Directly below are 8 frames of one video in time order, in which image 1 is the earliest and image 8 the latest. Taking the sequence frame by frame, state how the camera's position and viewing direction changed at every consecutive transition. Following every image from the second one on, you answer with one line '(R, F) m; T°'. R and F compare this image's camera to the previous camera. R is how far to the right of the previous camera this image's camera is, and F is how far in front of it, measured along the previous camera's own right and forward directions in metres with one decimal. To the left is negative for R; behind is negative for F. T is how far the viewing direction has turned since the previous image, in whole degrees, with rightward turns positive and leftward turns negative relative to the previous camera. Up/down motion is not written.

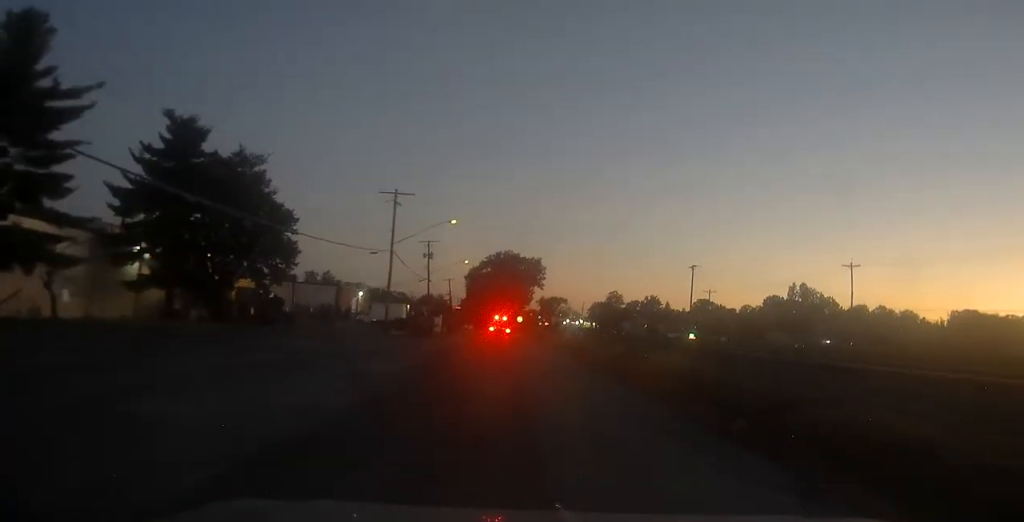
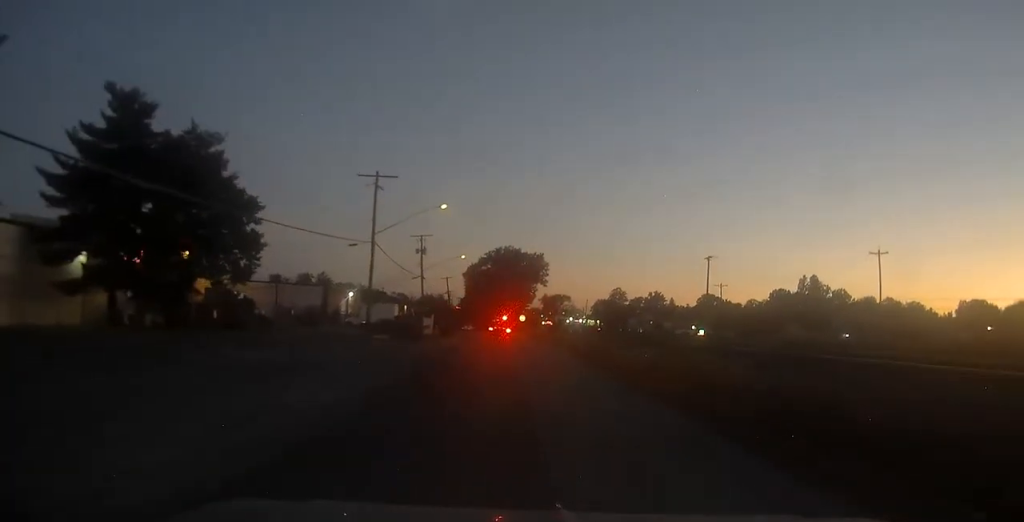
(0.0, +7.4) m; 0°
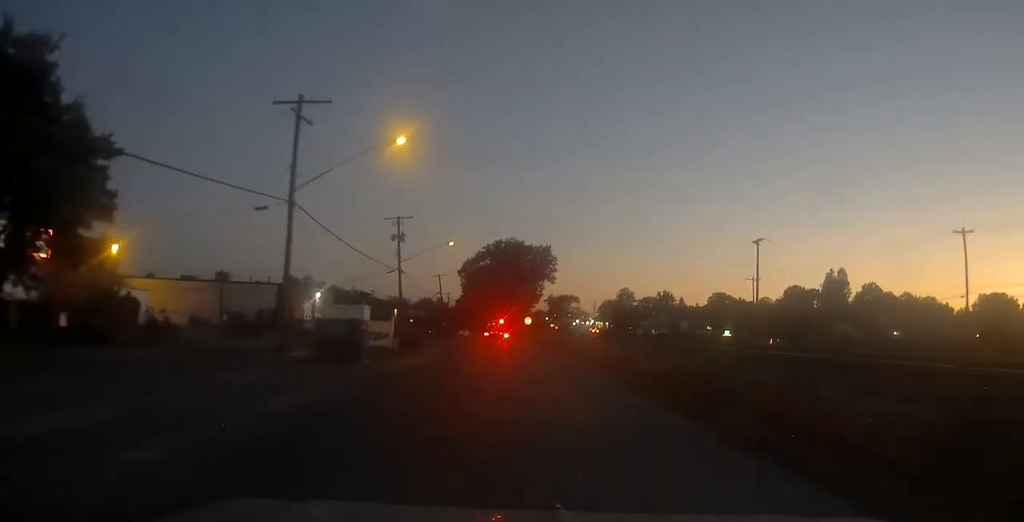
(-0.1, +18.0) m; -1°
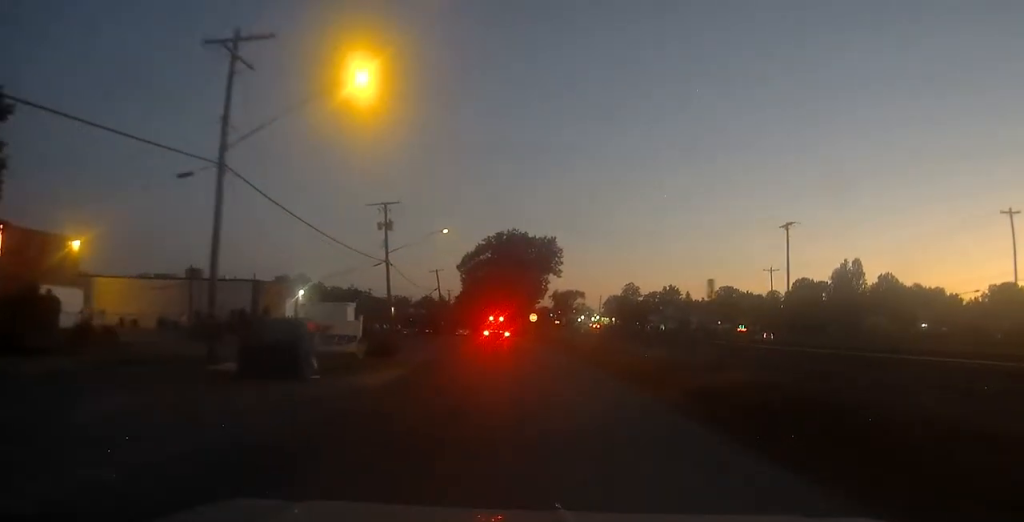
(-0.1, +7.4) m; 0°
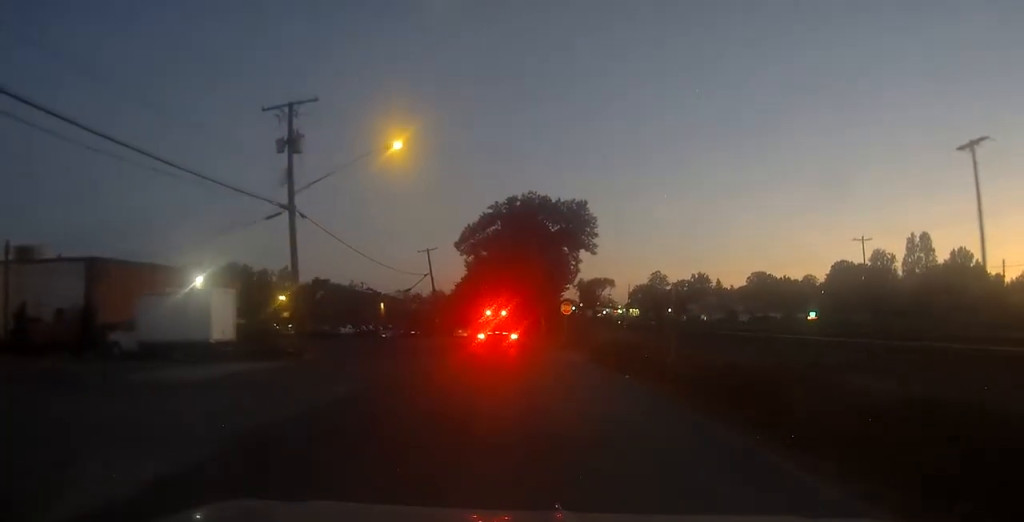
(+0.2, +28.7) m; -1°
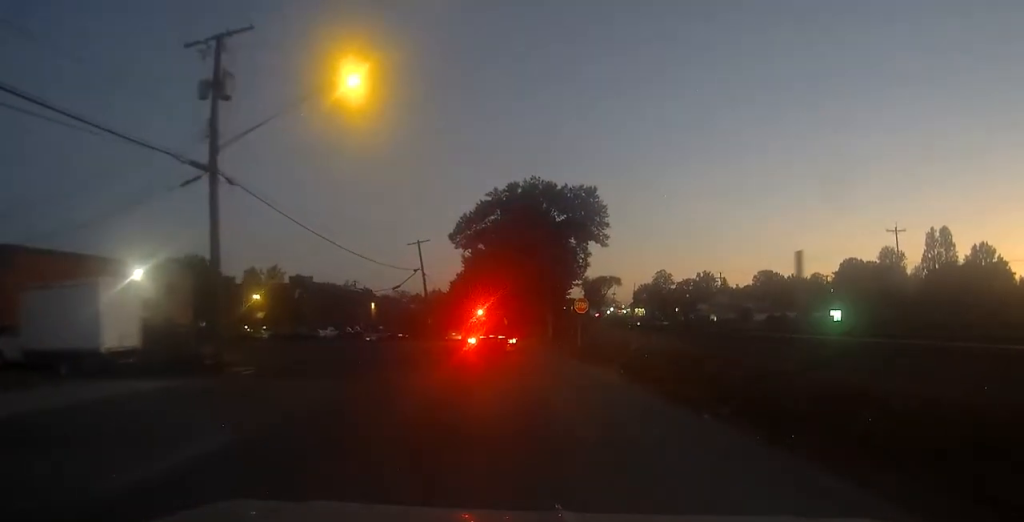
(-0.2, +8.9) m; -1°
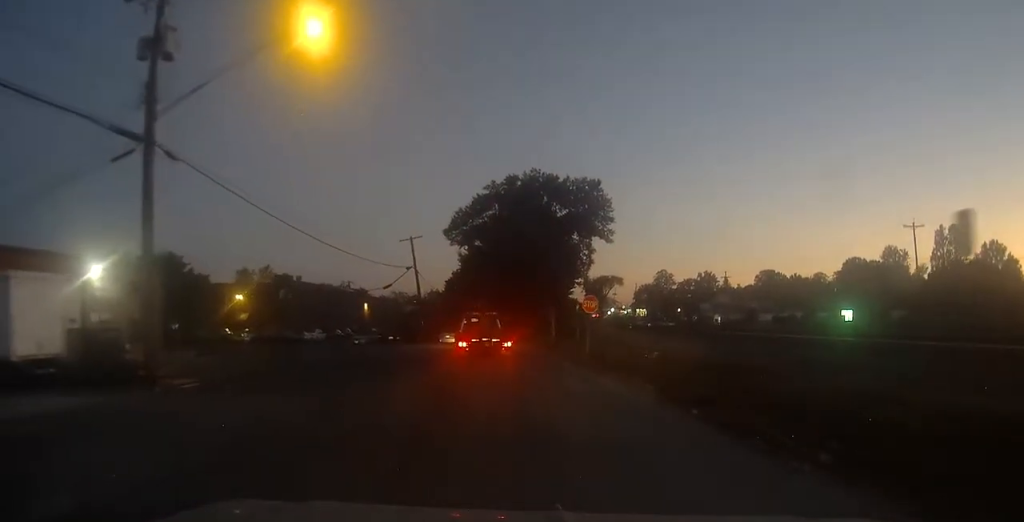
(-0.1, +4.9) m; 0°
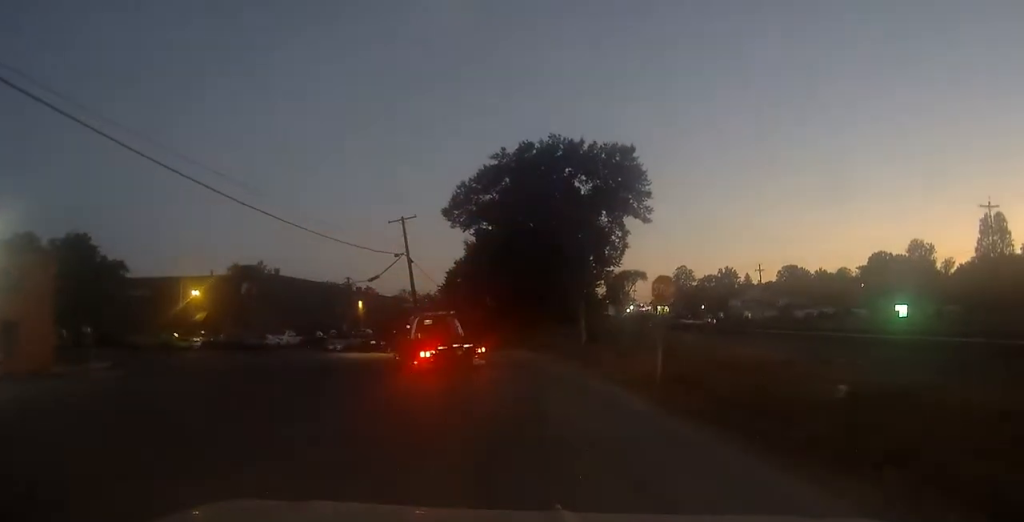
(+0.1, +13.2) m; -1°
